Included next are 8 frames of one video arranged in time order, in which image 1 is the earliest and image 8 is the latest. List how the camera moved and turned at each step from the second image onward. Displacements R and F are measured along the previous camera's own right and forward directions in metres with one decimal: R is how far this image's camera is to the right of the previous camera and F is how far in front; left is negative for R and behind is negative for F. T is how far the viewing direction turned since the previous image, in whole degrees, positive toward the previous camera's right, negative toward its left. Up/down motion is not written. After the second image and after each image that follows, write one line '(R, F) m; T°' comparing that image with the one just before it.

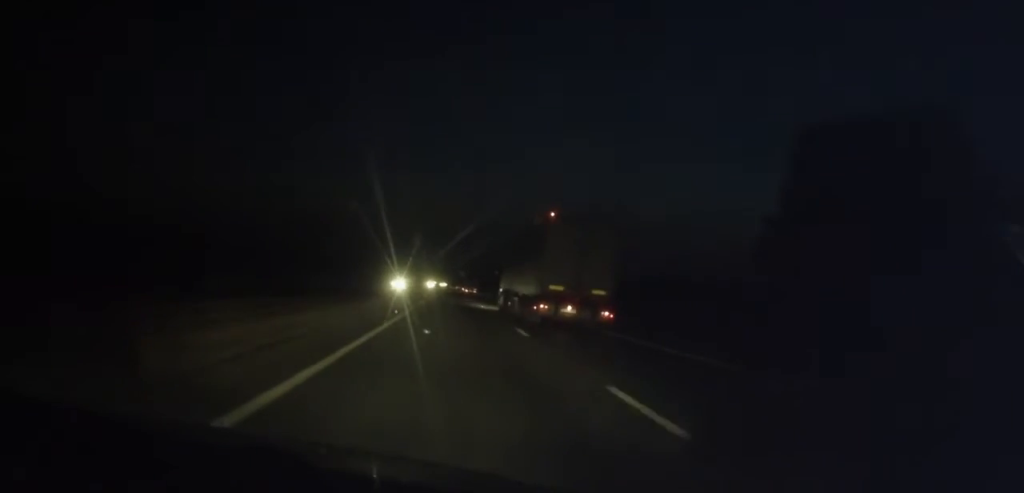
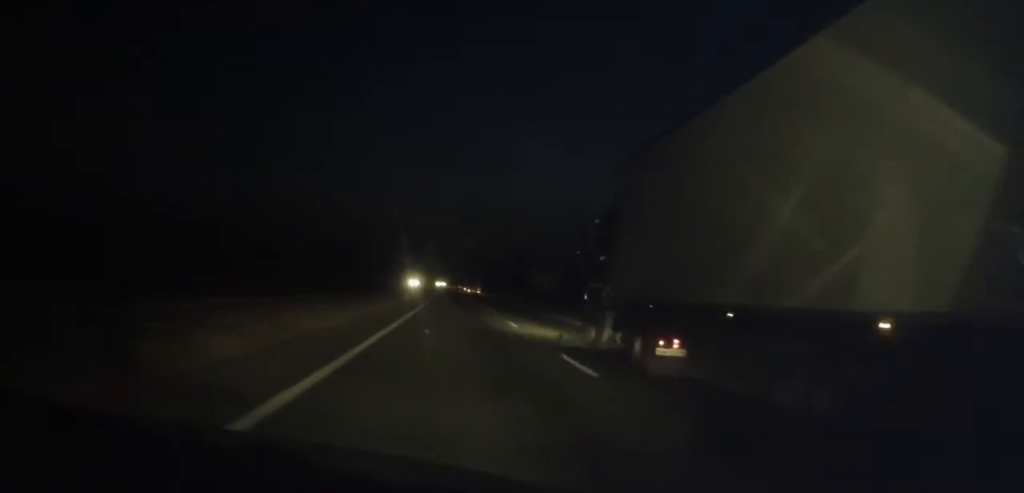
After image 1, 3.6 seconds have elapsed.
(+0.1, +106.3) m; 0°
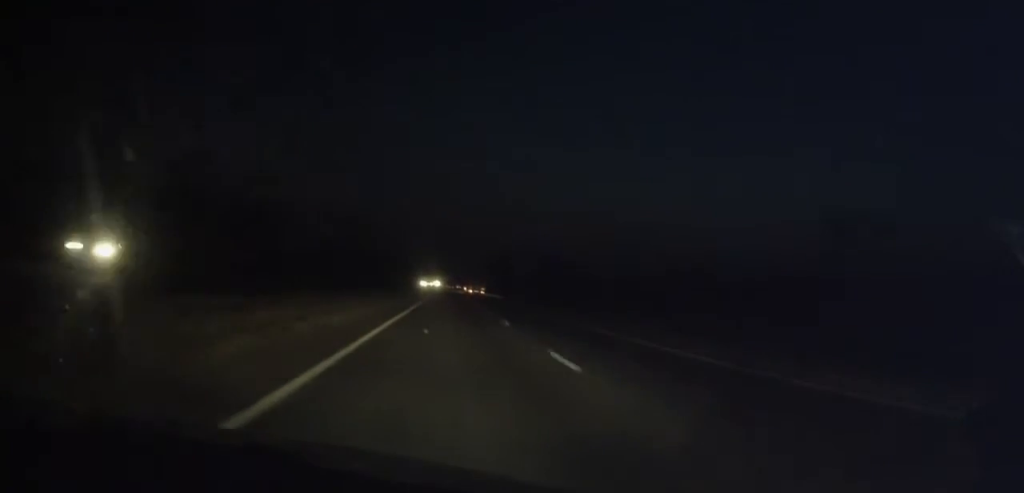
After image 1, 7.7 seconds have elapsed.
(+0.1, +120.0) m; 0°
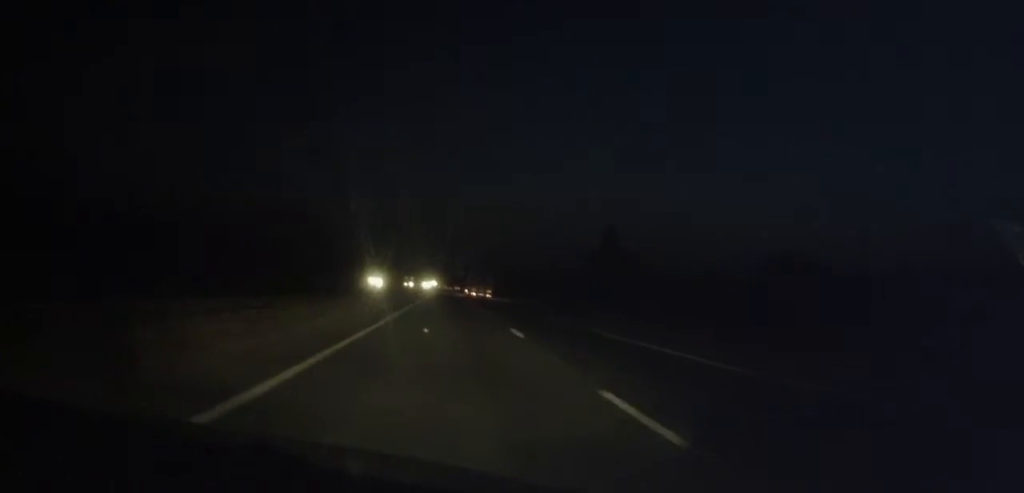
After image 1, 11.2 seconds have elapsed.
(+0.2, +106.7) m; 0°
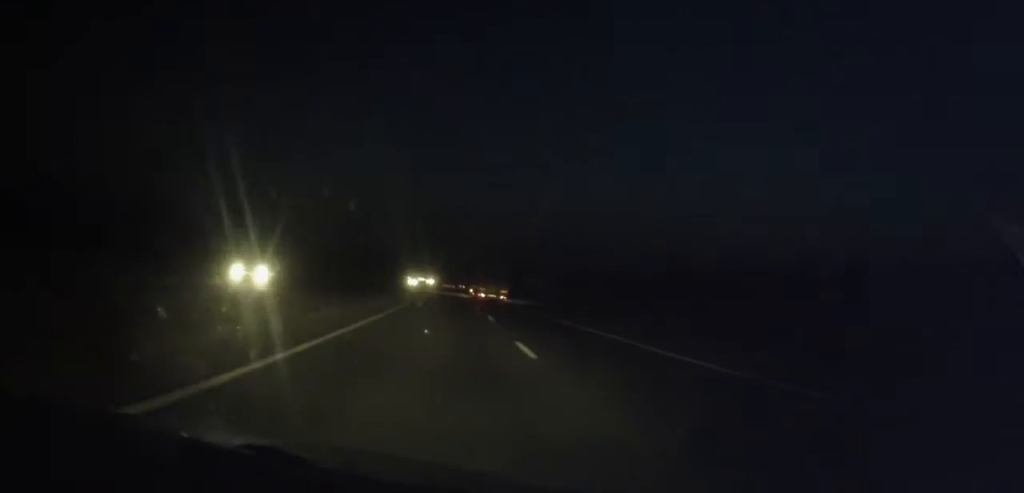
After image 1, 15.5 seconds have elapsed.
(+0.1, +140.2) m; 0°
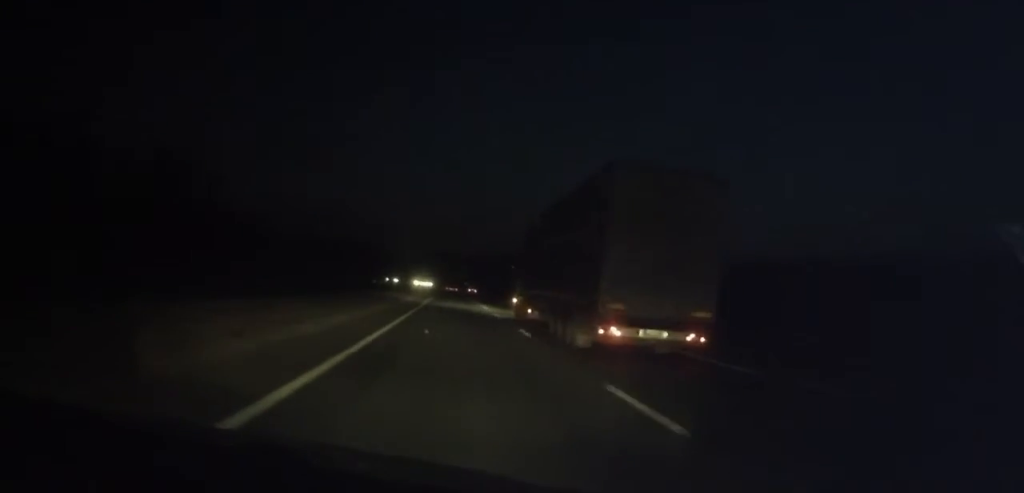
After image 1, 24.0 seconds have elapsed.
(-1.2, +214.5) m; 0°
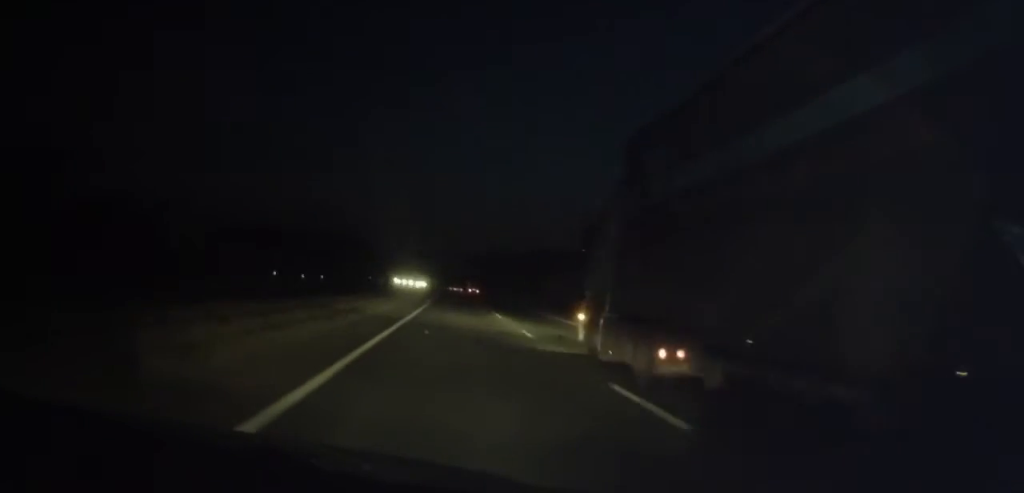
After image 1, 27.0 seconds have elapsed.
(+0.1, +82.7) m; 0°
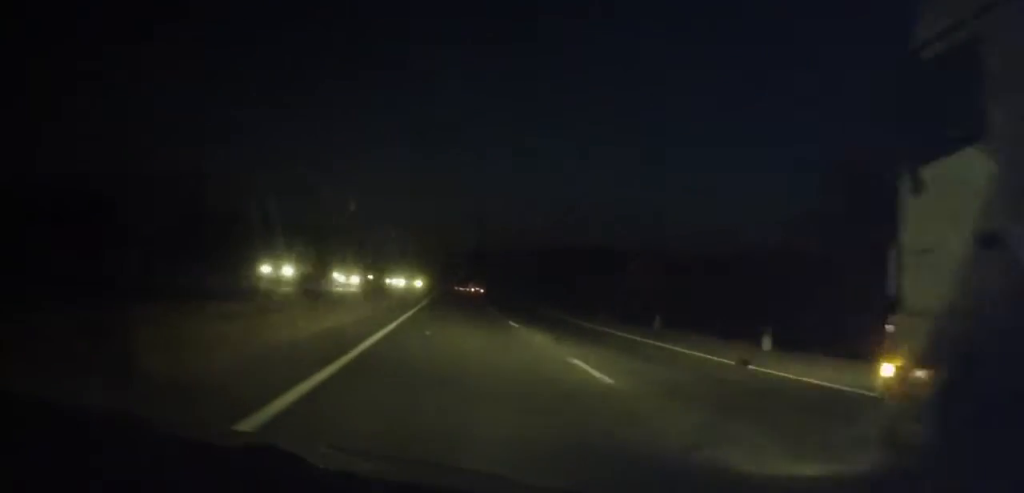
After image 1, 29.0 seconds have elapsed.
(+0.2, +63.1) m; 0°
